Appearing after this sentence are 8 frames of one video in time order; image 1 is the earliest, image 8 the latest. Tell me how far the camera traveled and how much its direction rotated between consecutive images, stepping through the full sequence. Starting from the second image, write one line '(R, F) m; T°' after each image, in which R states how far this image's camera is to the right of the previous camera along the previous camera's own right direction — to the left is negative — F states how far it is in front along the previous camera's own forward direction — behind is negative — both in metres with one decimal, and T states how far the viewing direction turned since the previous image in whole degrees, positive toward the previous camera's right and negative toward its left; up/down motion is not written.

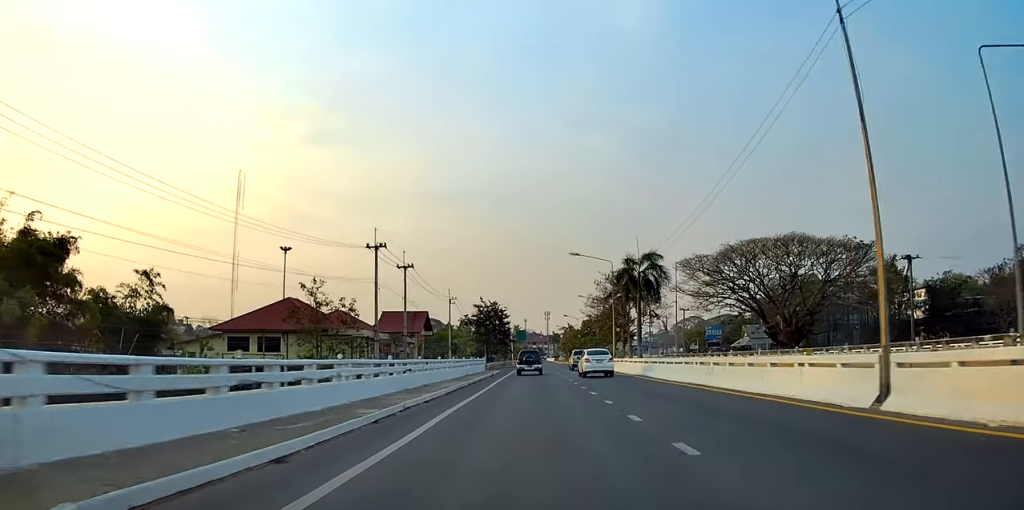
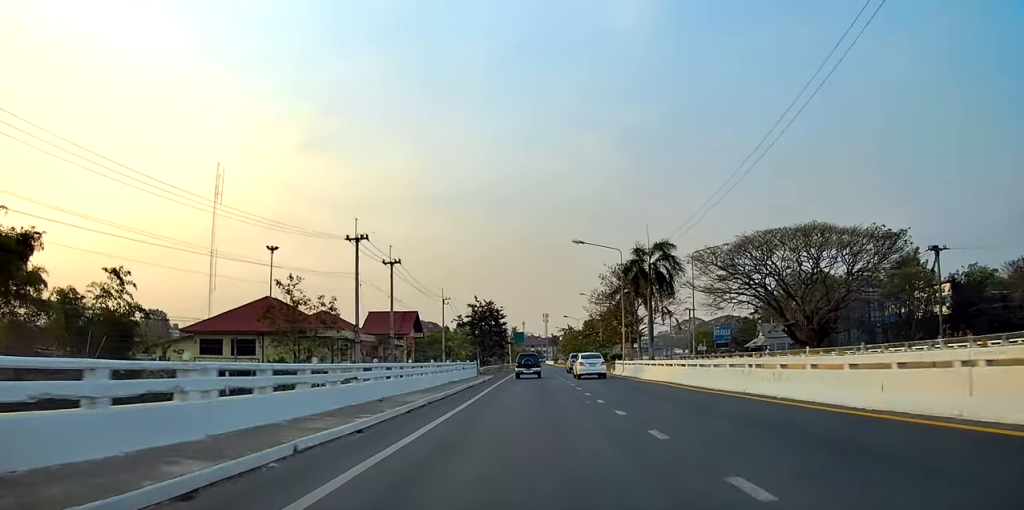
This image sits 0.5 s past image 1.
(0.0, +6.5) m; 0°
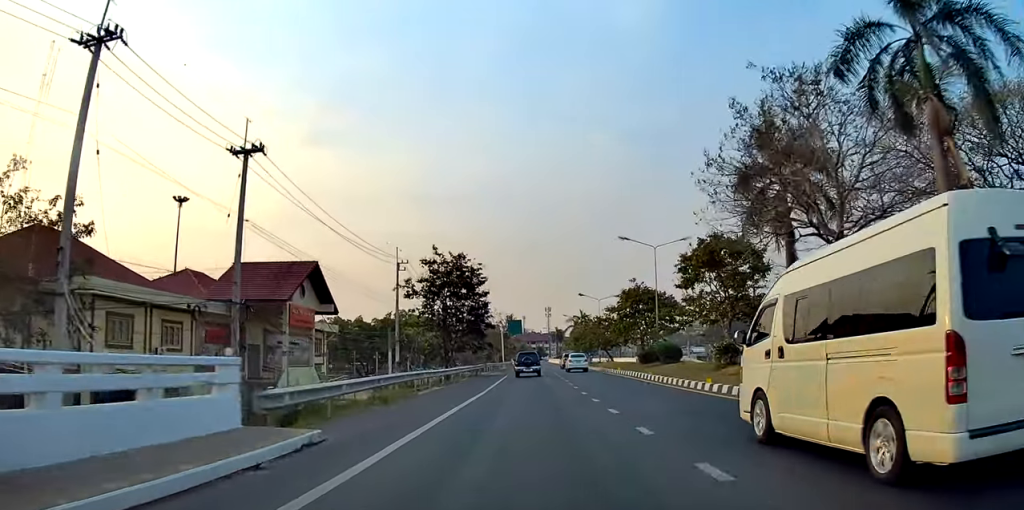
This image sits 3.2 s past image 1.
(+0.8, +39.1) m; -1°
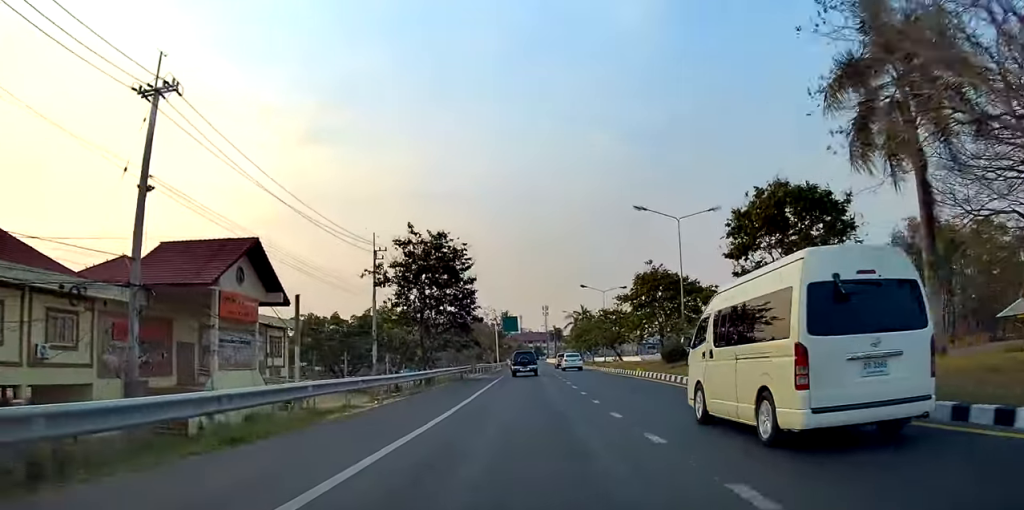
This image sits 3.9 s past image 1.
(-0.2, +9.4) m; -1°
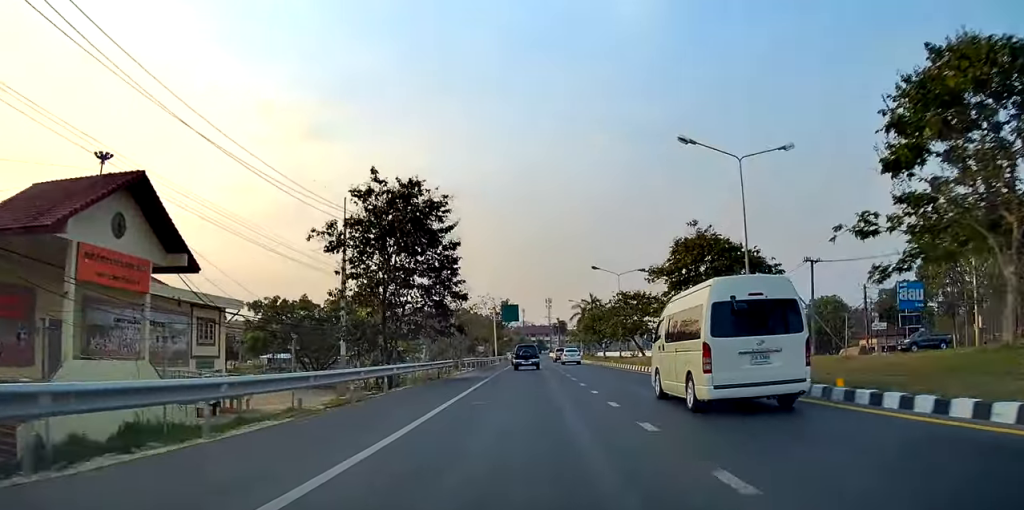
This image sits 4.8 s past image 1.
(0.0, +12.1) m; 0°
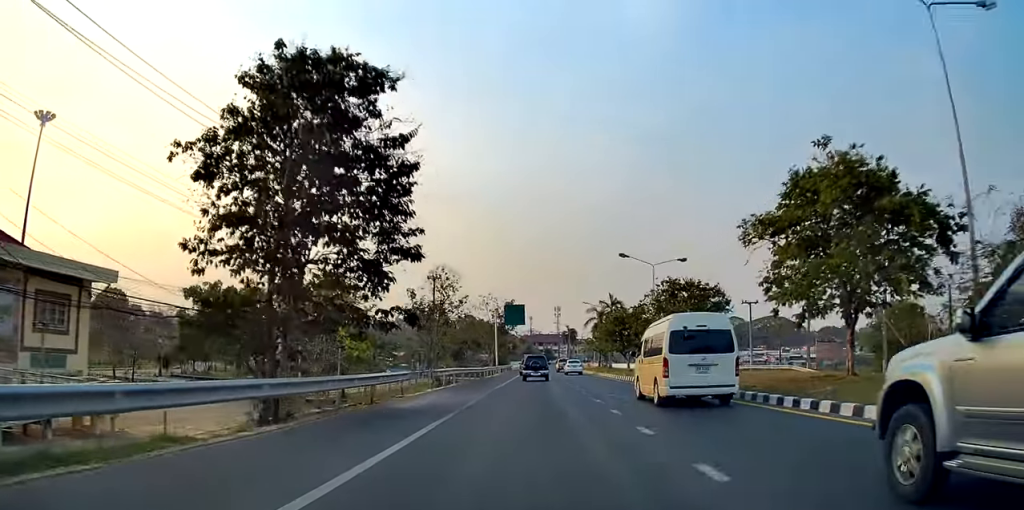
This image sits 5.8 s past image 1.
(+0.2, +15.0) m; +3°
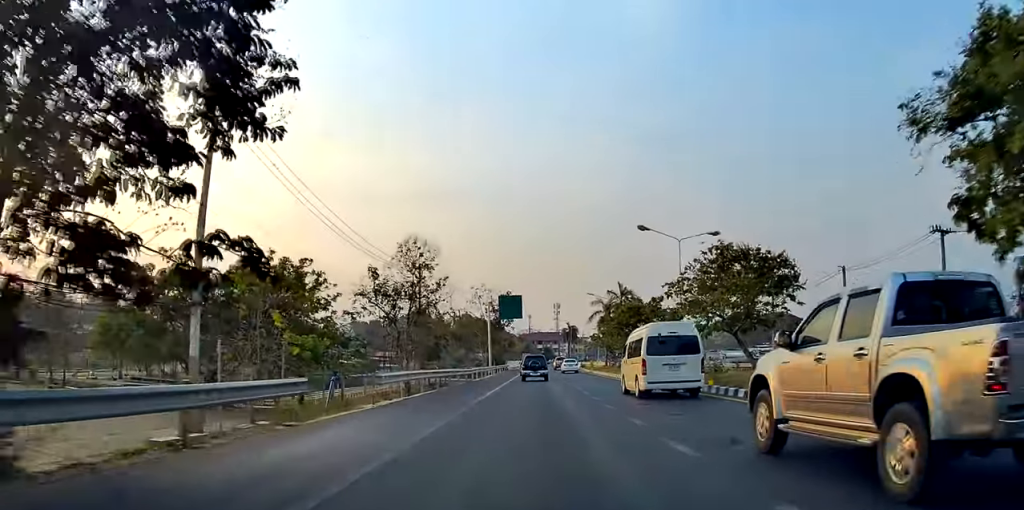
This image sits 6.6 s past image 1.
(+0.6, +10.7) m; 0°
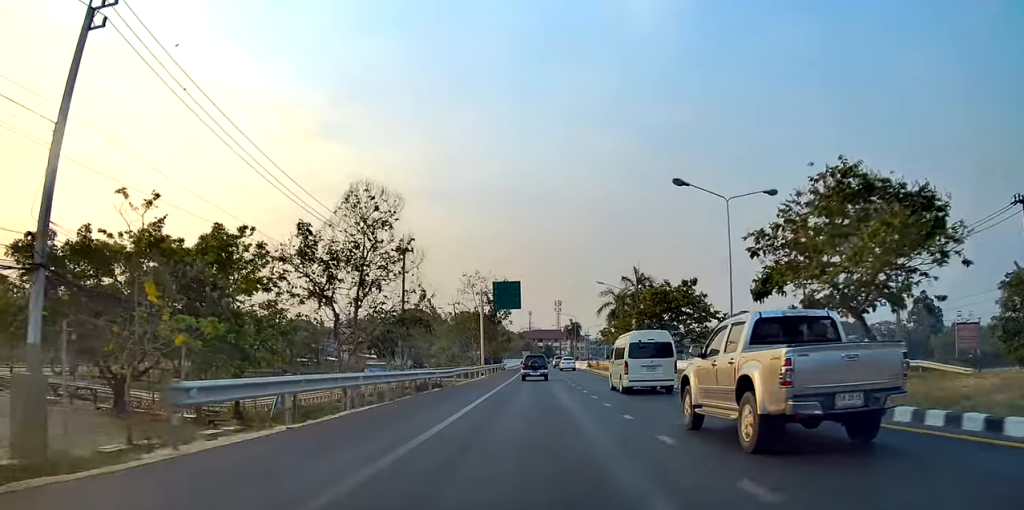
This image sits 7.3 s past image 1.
(-0.5, +11.0) m; -2°
